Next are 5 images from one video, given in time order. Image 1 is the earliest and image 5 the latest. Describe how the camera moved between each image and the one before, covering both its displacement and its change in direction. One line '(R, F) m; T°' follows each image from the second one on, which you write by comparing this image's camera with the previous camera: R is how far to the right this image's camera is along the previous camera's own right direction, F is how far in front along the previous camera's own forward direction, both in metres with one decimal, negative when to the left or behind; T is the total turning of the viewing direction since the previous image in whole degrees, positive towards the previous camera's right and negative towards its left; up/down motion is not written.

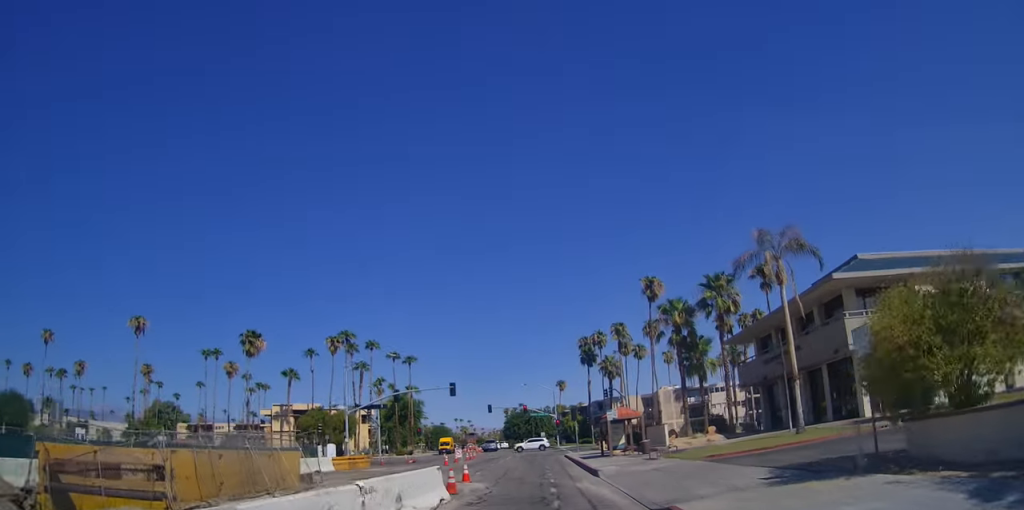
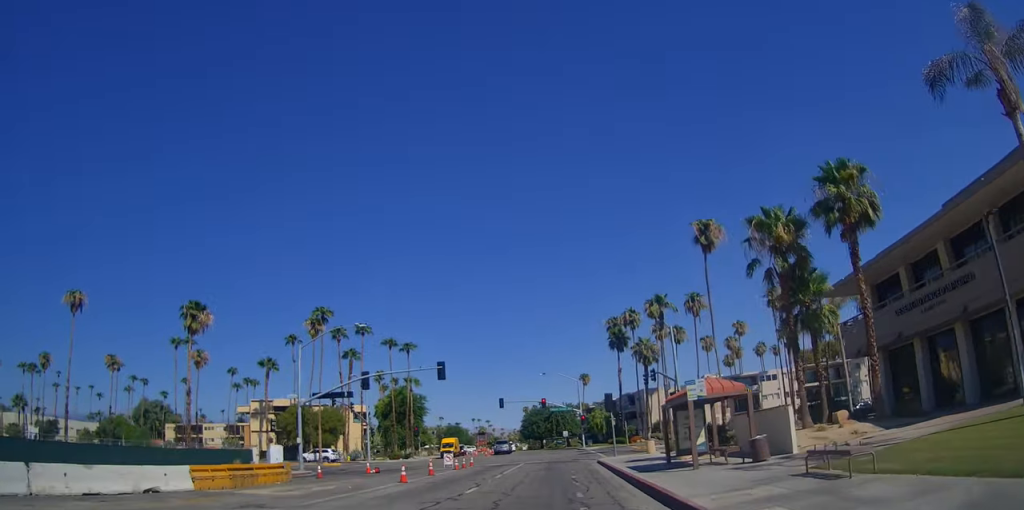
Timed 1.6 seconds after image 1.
(0.0, +18.3) m; 0°
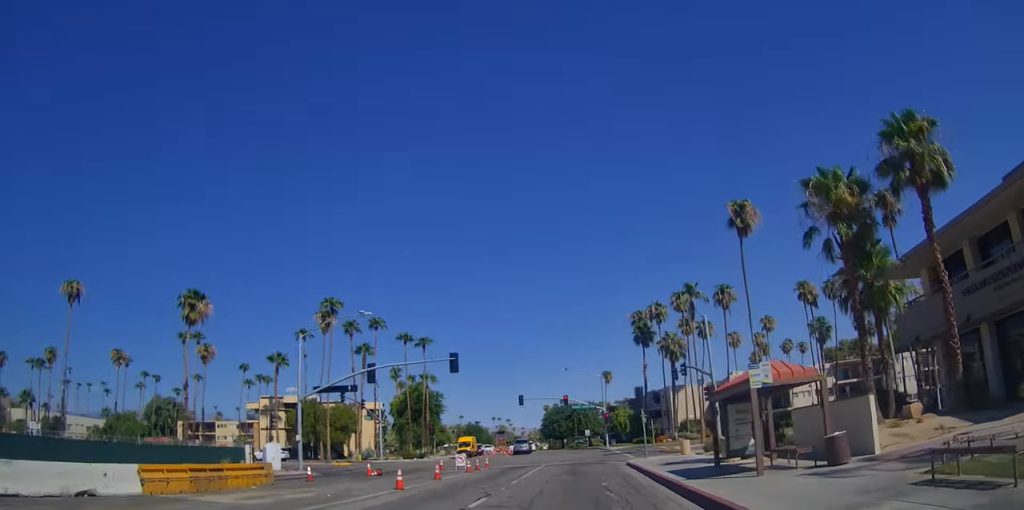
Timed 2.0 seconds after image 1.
(0.0, +4.6) m; 0°
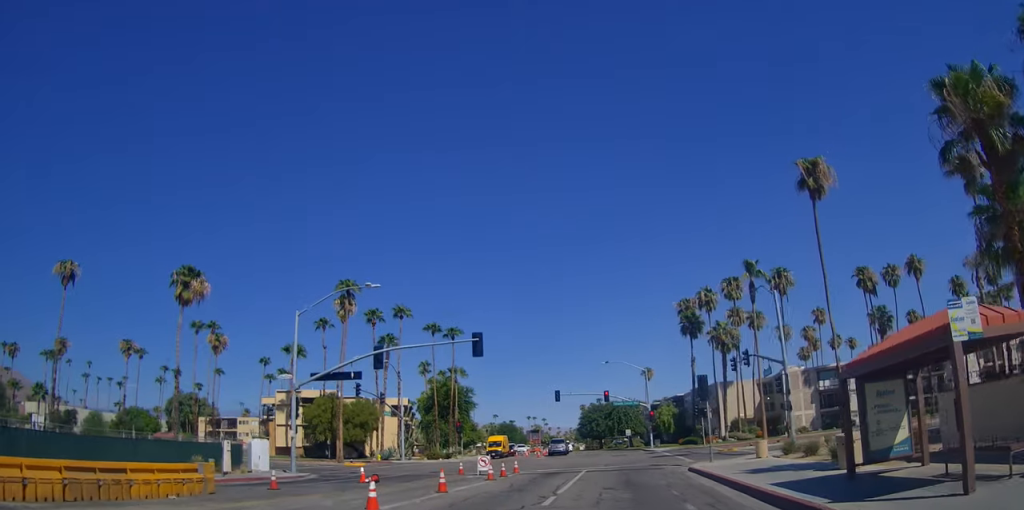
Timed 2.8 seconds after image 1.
(0.0, +7.5) m; -2°
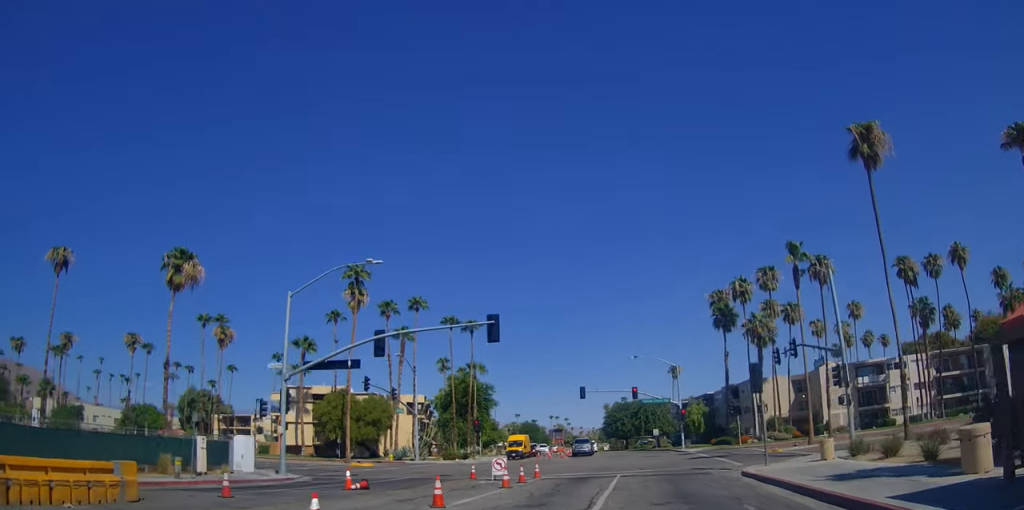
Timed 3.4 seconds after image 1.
(-0.1, +5.0) m; -1°
